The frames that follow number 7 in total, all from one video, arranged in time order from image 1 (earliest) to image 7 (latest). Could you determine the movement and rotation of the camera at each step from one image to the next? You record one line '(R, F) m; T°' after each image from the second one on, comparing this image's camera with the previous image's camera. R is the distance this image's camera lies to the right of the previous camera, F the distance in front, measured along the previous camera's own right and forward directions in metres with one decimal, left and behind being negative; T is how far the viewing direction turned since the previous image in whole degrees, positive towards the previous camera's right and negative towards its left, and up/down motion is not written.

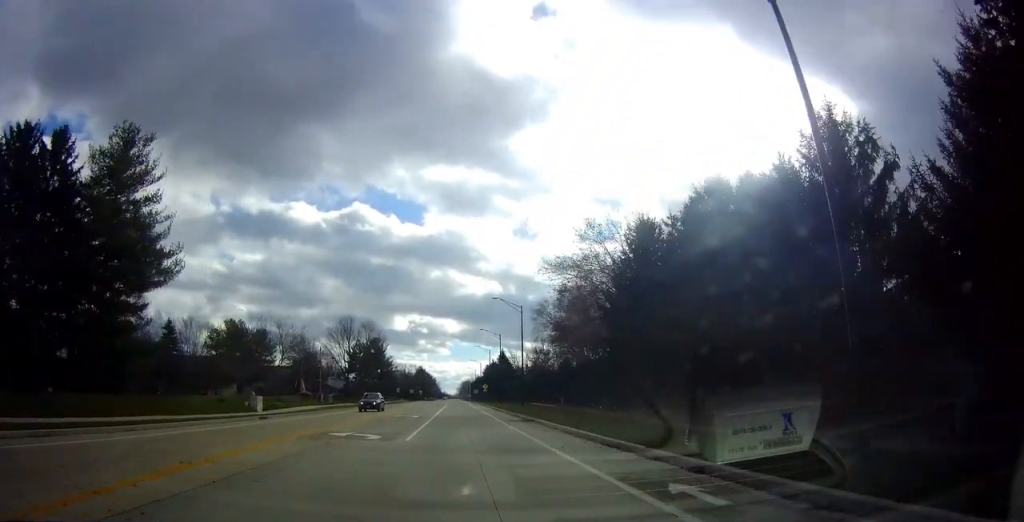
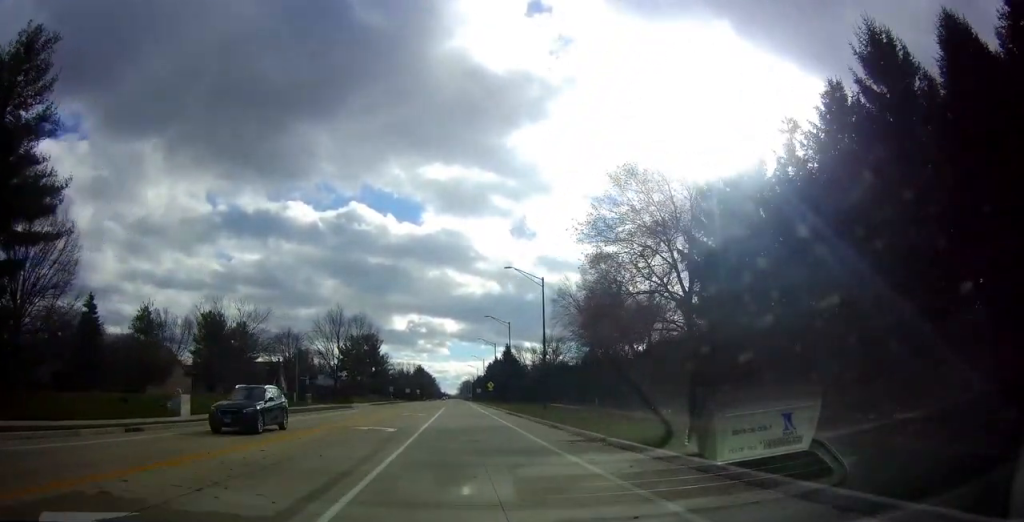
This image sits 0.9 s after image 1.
(0.0, +14.2) m; 0°
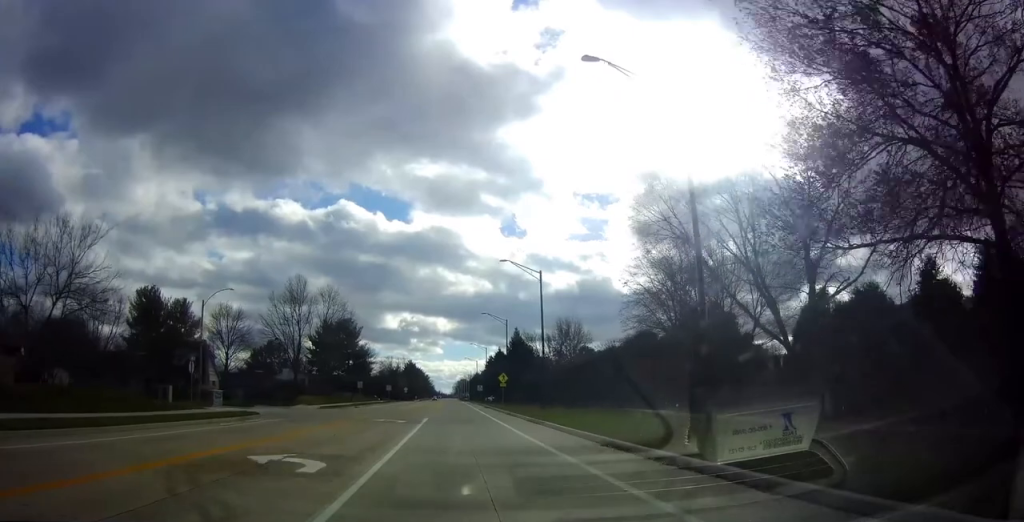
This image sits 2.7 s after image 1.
(0.0, +30.2) m; 0°
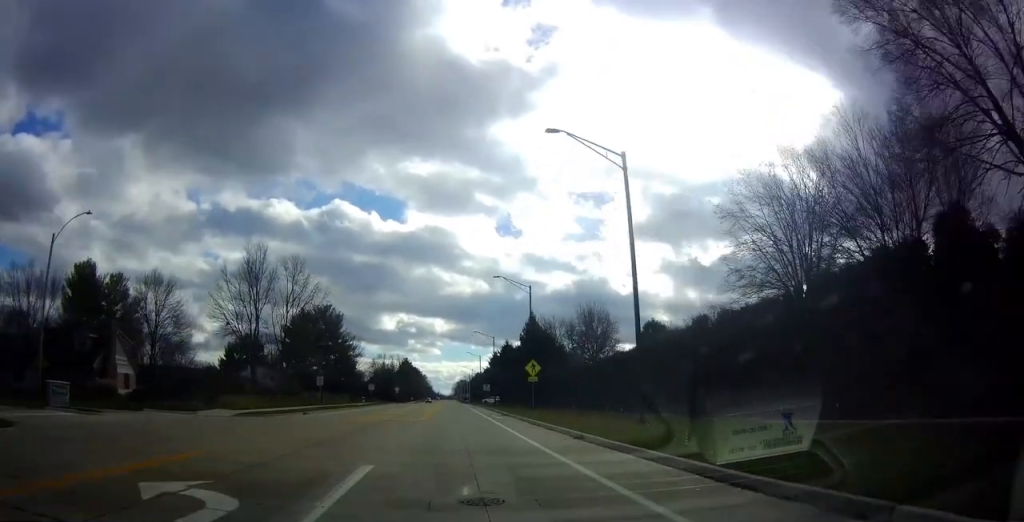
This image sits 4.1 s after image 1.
(0.0, +22.0) m; 0°
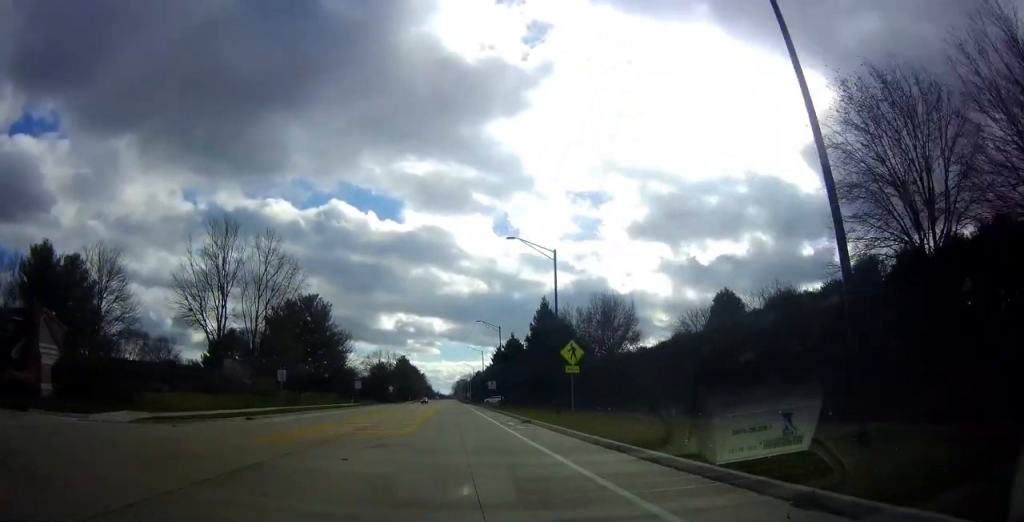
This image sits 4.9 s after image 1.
(0.0, +12.5) m; 0°
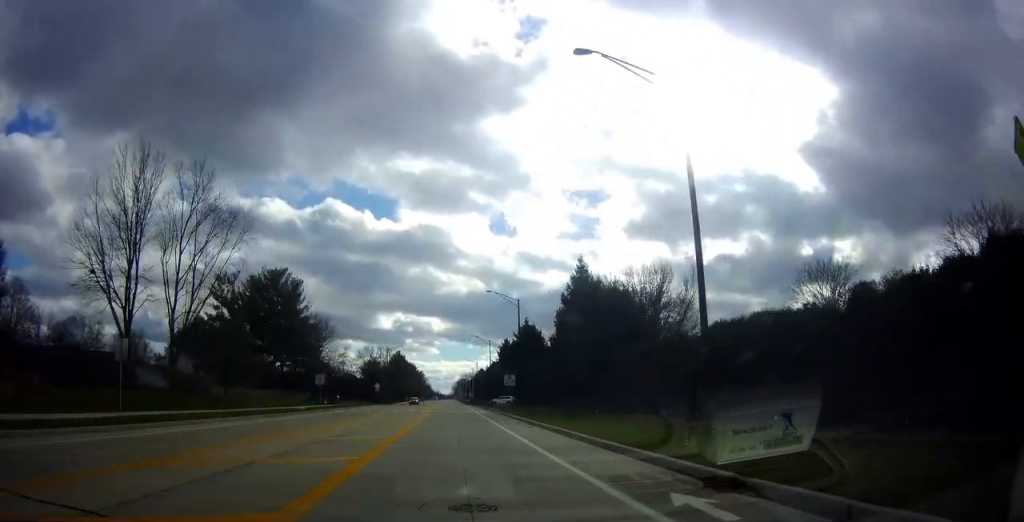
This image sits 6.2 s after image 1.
(0.0, +21.4) m; 0°
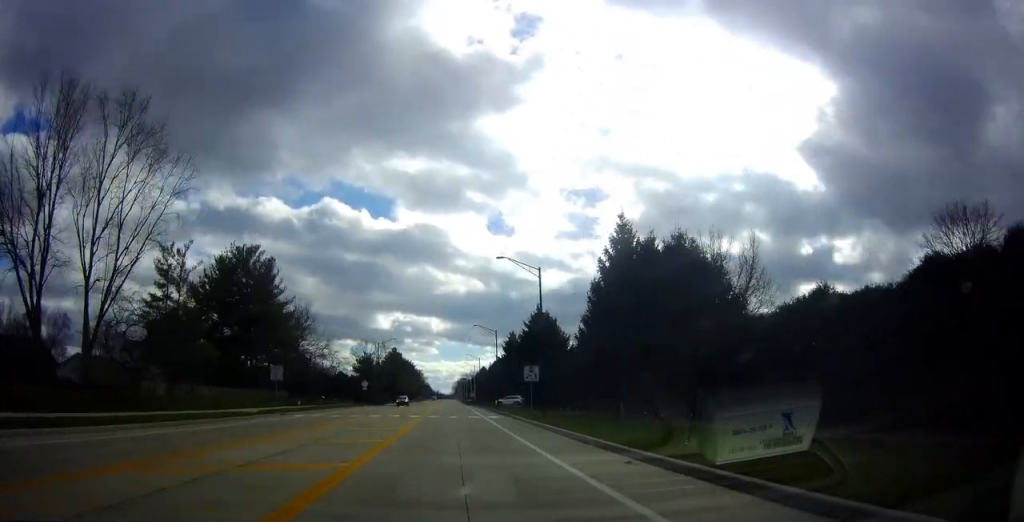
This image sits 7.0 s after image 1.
(0.0, +13.4) m; 0°
